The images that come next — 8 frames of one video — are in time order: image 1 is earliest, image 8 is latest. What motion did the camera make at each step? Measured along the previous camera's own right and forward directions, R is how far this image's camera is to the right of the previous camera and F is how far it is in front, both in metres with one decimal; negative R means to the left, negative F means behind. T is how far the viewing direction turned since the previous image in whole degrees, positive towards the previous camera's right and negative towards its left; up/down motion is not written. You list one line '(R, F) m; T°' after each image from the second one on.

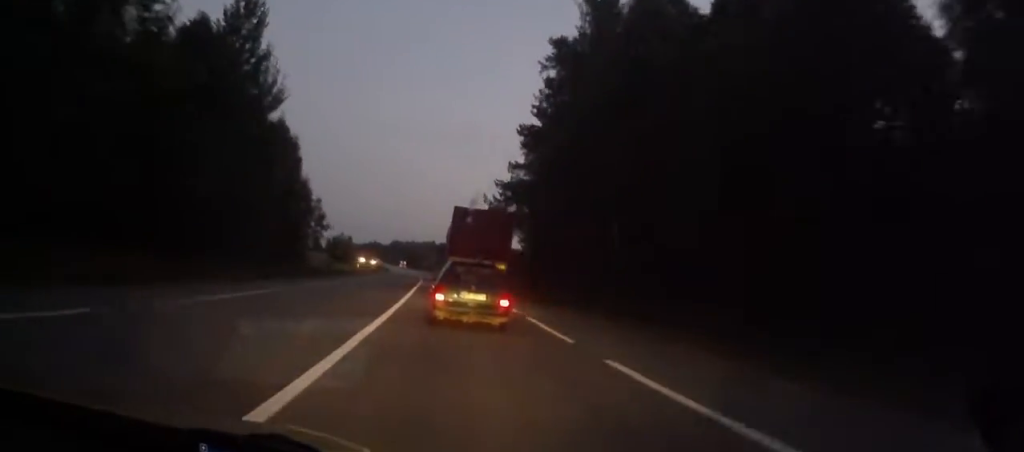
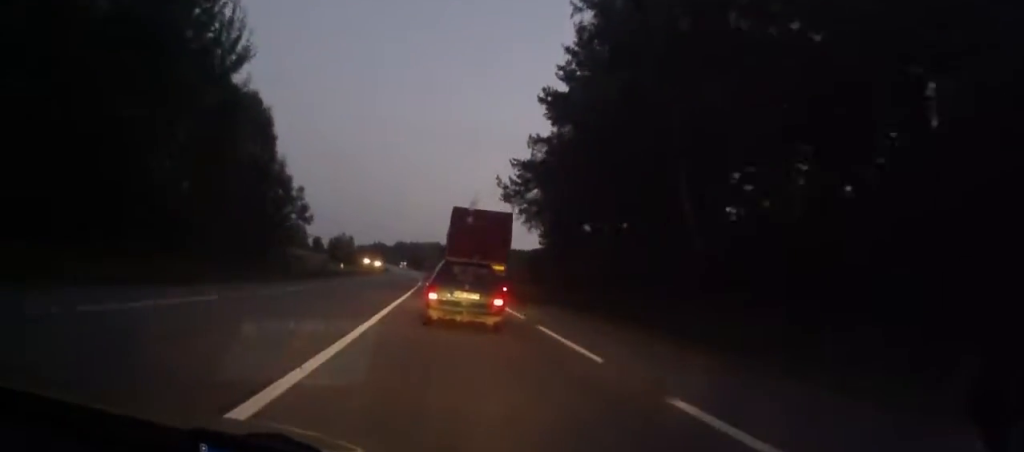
(0.0, +11.9) m; 0°
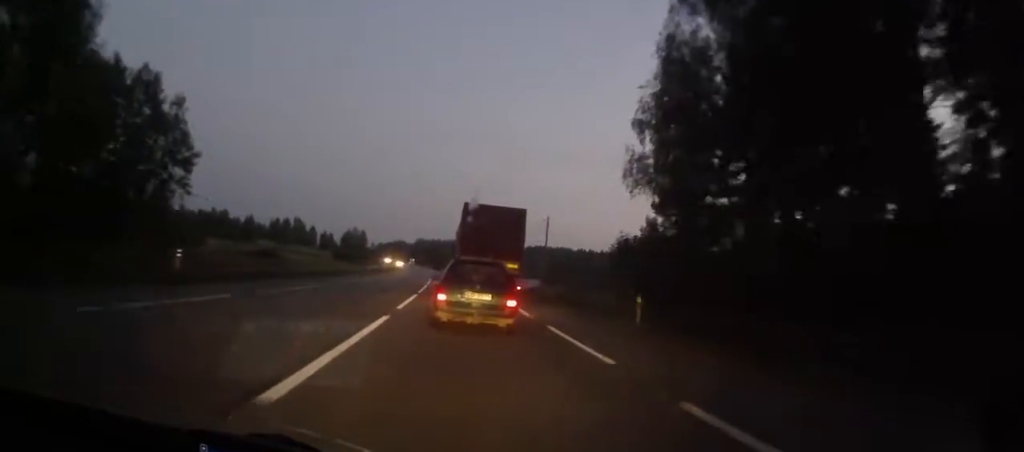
(-0.1, +35.9) m; -1°
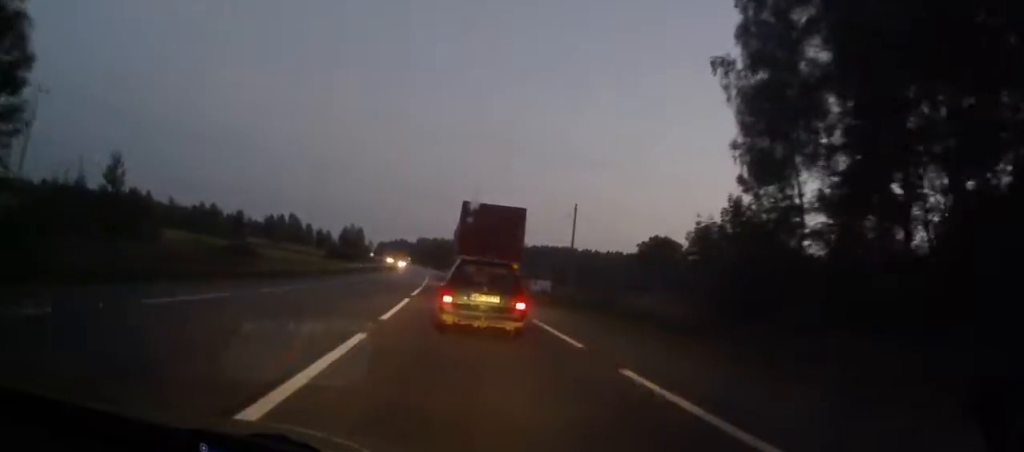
(-0.1, +15.9) m; 0°
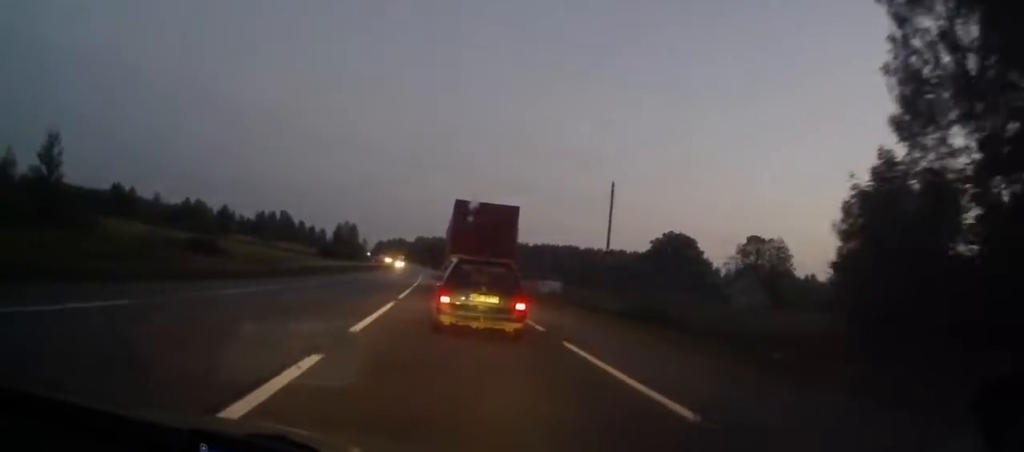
(0.0, +15.0) m; 0°
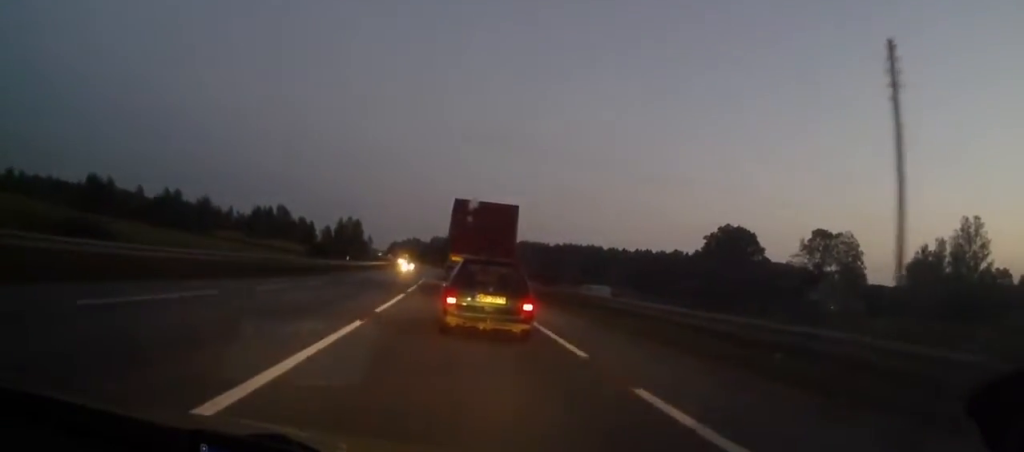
(0.0, +32.0) m; -1°
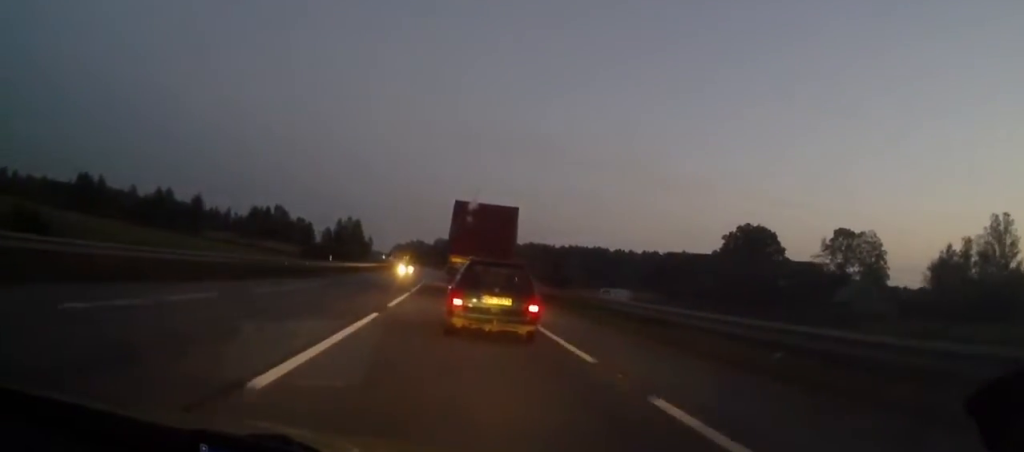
(-0.1, +9.5) m; -1°
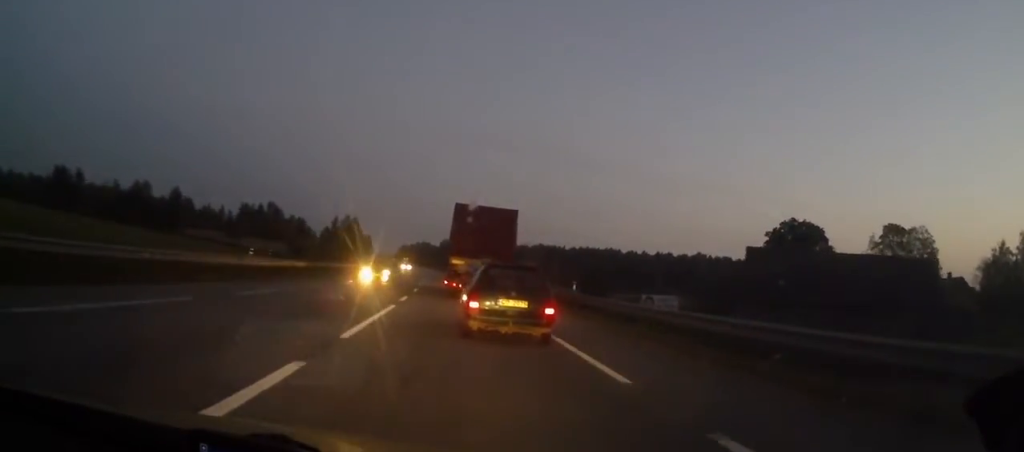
(-0.2, +19.7) m; -1°
